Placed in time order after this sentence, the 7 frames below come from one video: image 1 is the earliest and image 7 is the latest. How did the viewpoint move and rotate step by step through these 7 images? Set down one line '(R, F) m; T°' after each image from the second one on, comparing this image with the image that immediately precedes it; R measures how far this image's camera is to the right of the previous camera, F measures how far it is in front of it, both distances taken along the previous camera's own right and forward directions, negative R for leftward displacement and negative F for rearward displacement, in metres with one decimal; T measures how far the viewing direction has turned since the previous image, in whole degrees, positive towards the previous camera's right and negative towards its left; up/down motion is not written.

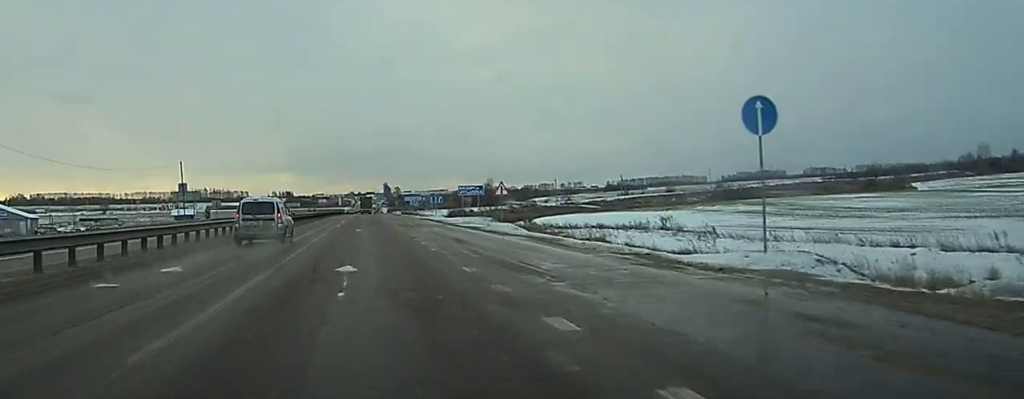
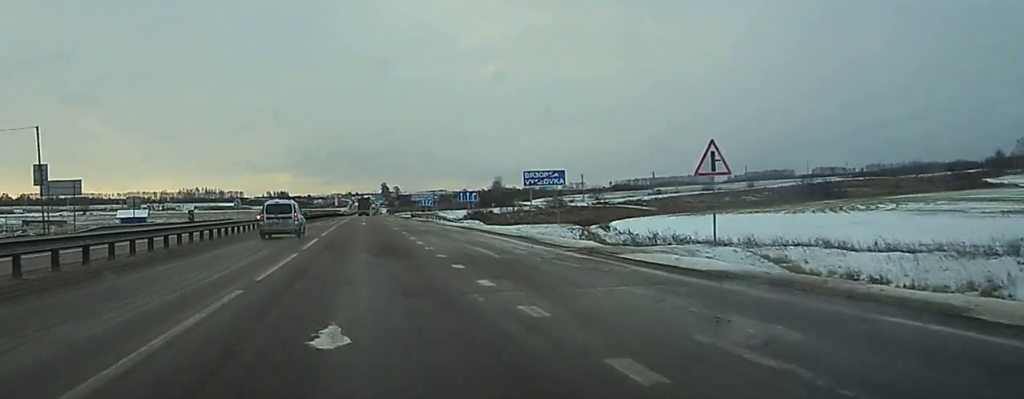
(+0.1, +39.6) m; 0°
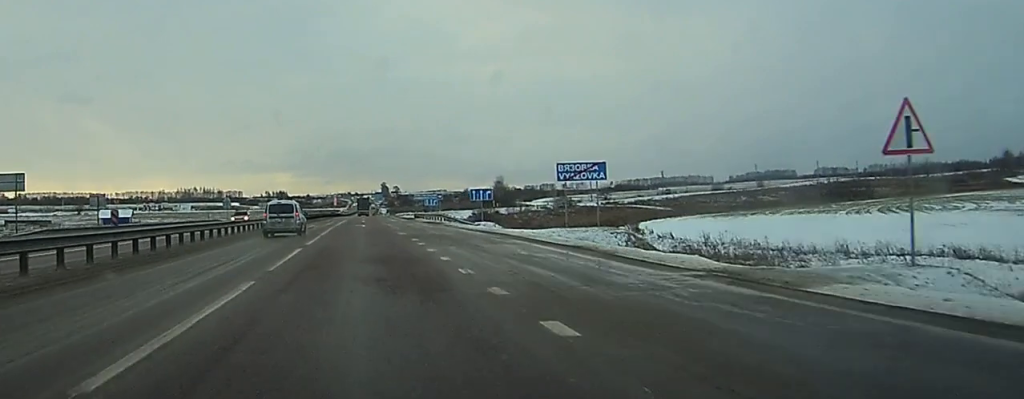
(0.0, +9.7) m; 0°
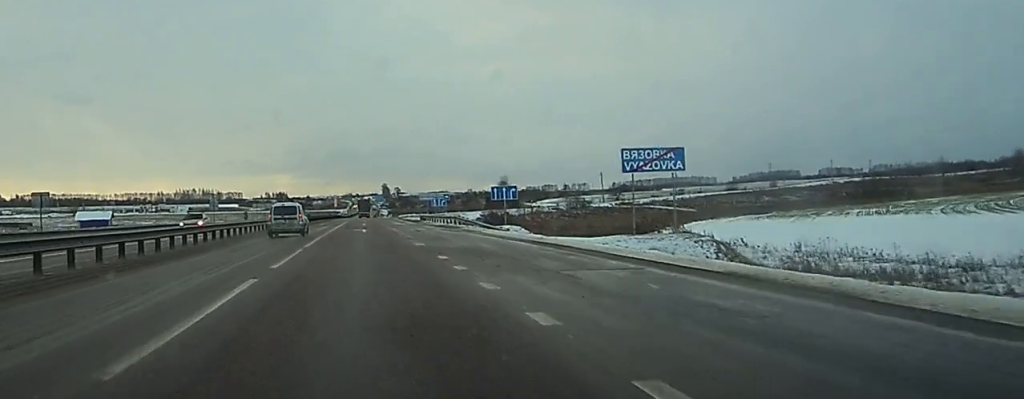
(0.0, +11.1) m; 0°
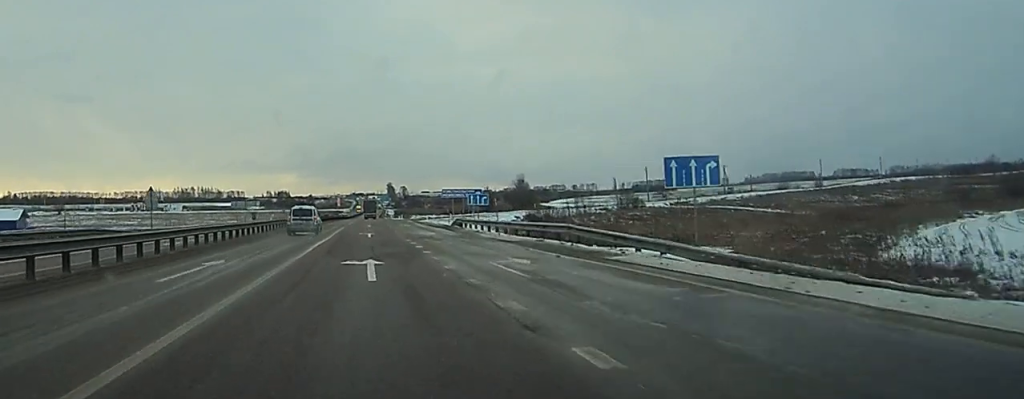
(-0.1, +34.7) m; 0°
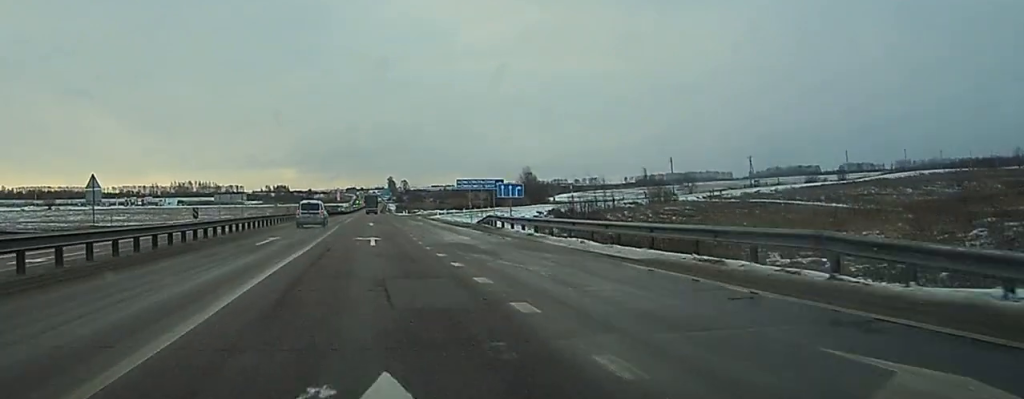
(0.0, +16.7) m; 0°
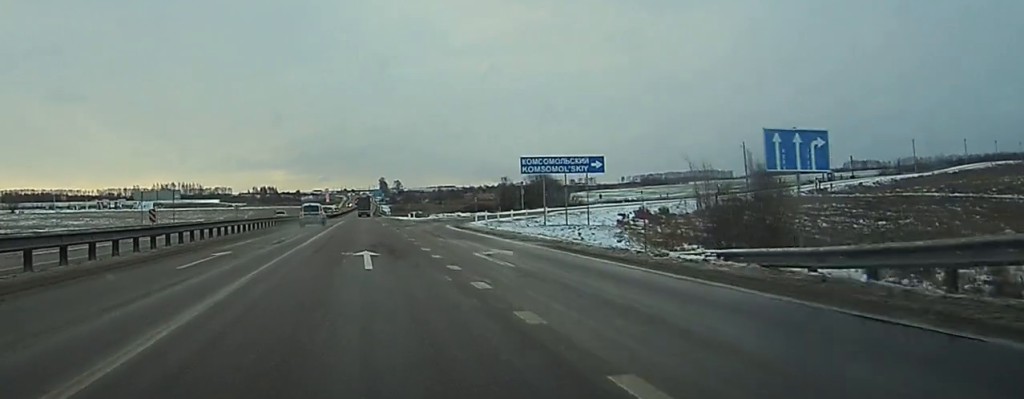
(+0.3, +41.3) m; 0°
